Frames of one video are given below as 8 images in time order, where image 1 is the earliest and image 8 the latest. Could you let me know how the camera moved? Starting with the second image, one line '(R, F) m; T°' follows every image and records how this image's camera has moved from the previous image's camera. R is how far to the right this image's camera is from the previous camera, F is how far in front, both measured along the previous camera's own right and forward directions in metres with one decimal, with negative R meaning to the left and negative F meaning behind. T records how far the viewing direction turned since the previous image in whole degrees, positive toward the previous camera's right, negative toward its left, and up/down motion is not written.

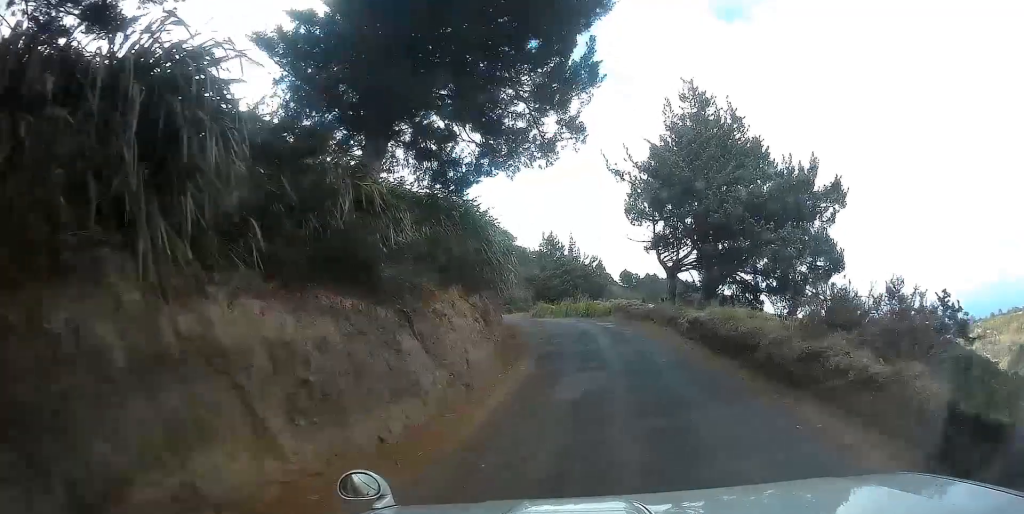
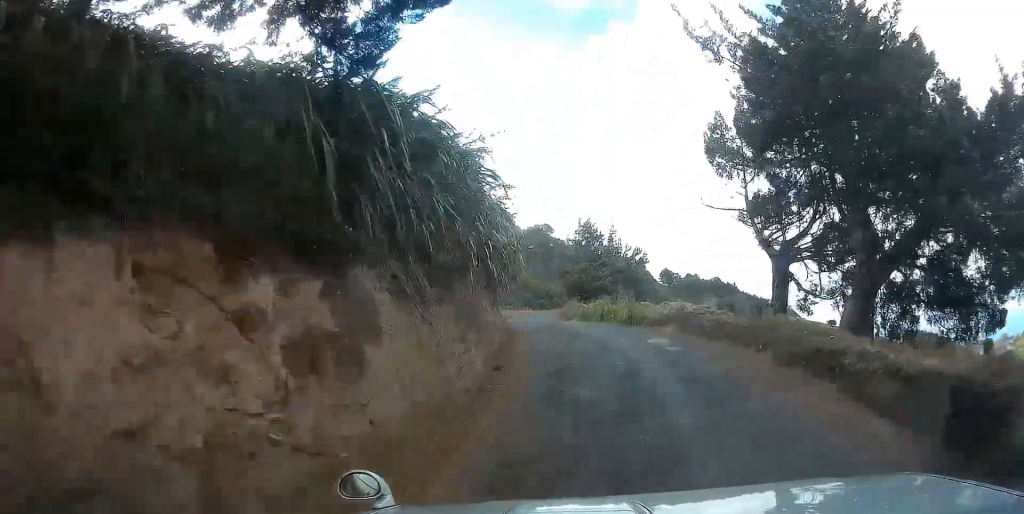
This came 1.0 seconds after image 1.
(-0.3, +10.3) m; -4°
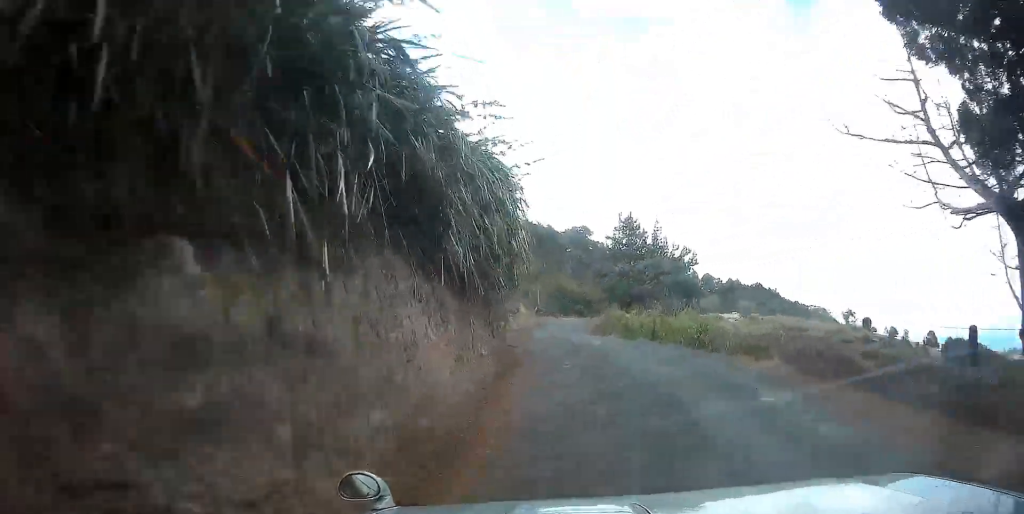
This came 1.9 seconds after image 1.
(-0.3, +8.2) m; -4°
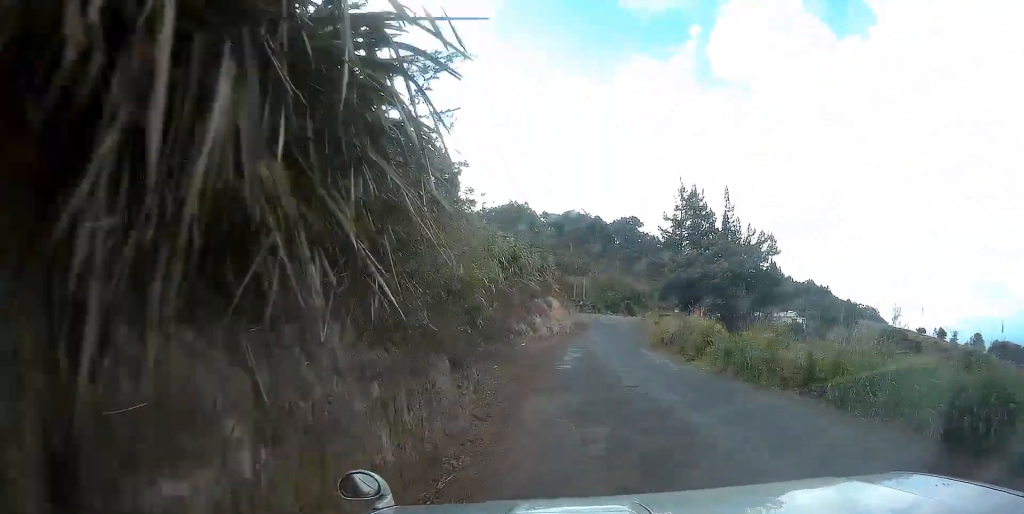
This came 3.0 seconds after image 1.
(-0.4, +11.0) m; -3°
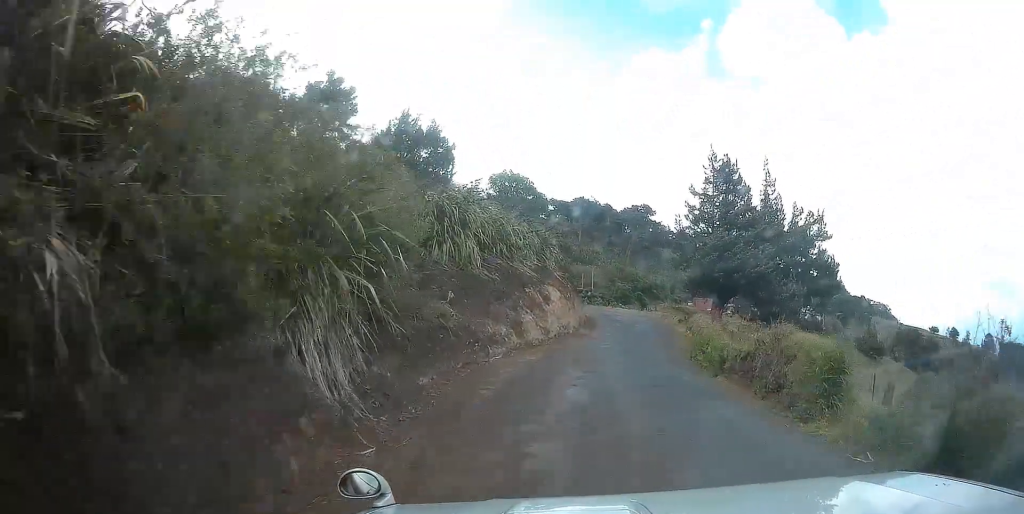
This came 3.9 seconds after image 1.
(-0.1, +8.3) m; -1°
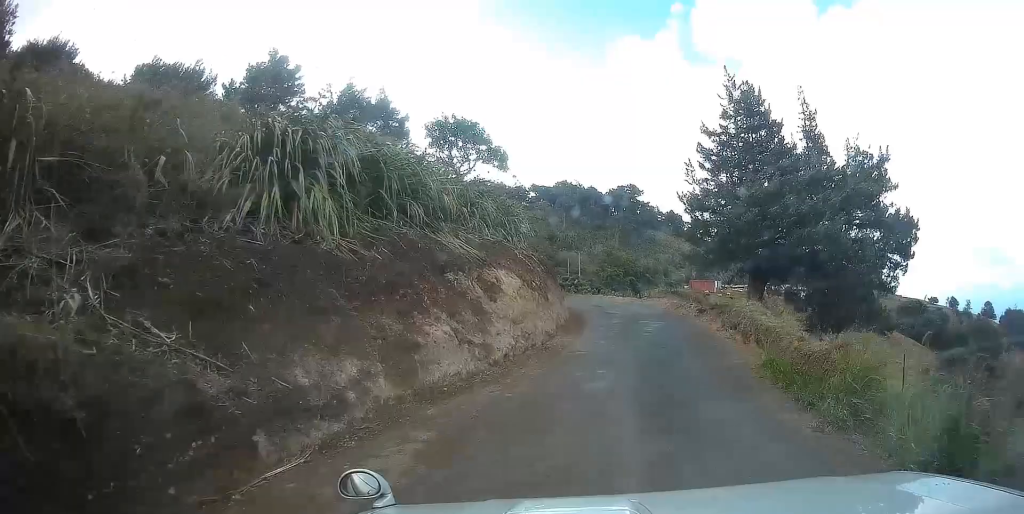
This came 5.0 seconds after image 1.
(0.0, +10.2) m; 0°
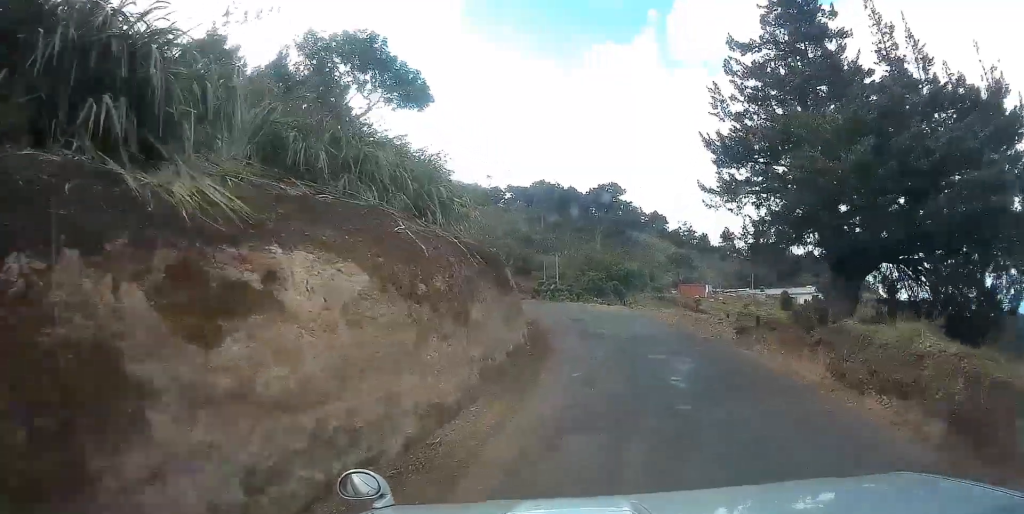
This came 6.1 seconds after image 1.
(0.0, +10.5) m; 0°
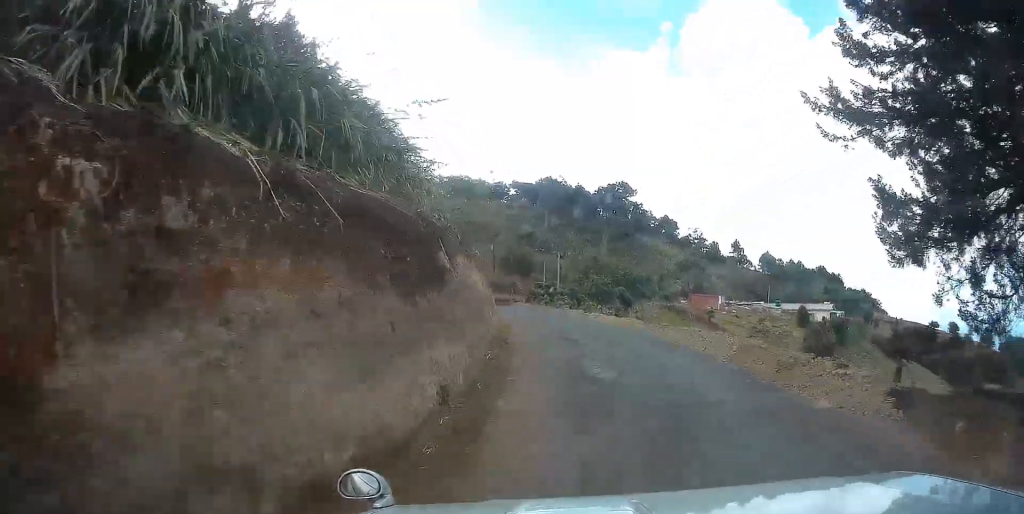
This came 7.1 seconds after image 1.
(0.0, +8.7) m; -2°
